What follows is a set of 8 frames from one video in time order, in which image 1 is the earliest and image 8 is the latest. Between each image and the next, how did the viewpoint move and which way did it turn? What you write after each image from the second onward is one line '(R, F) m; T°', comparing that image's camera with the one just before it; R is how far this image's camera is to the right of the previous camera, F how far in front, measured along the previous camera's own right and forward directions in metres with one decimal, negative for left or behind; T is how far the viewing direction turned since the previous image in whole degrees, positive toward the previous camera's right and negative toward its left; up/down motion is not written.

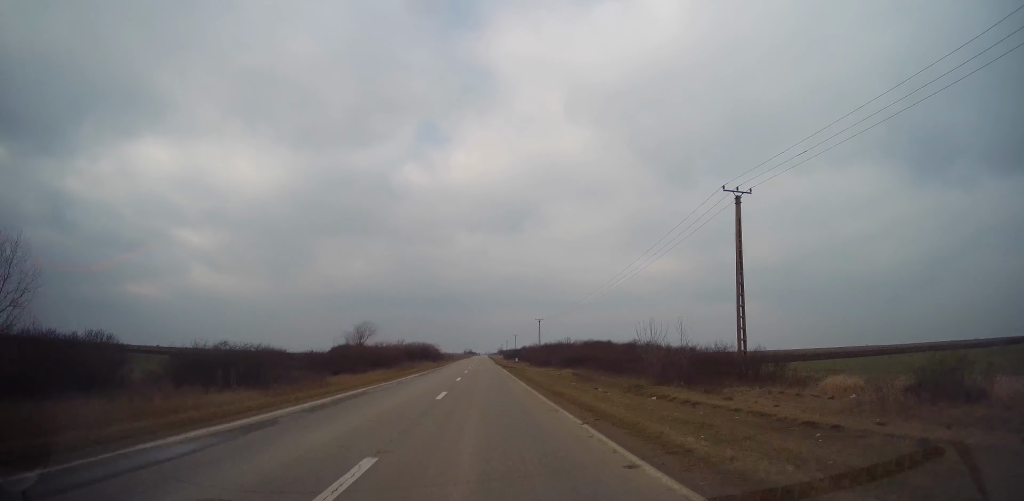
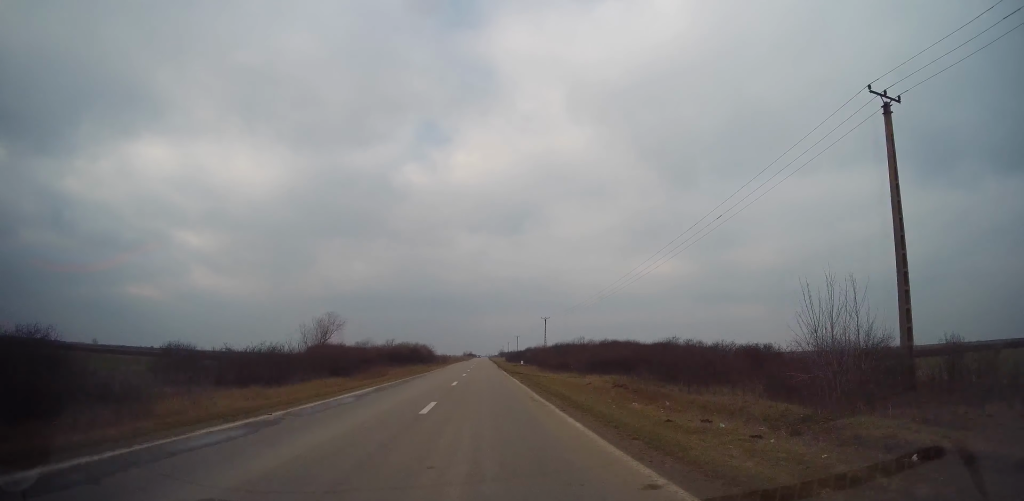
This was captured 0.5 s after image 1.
(+0.1, +15.1) m; 0°
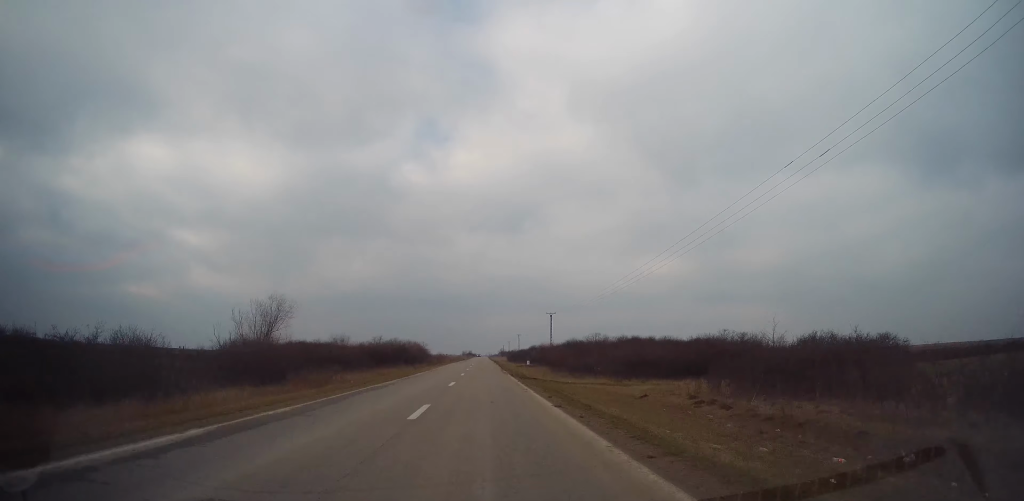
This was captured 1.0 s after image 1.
(-0.1, +13.1) m; 0°
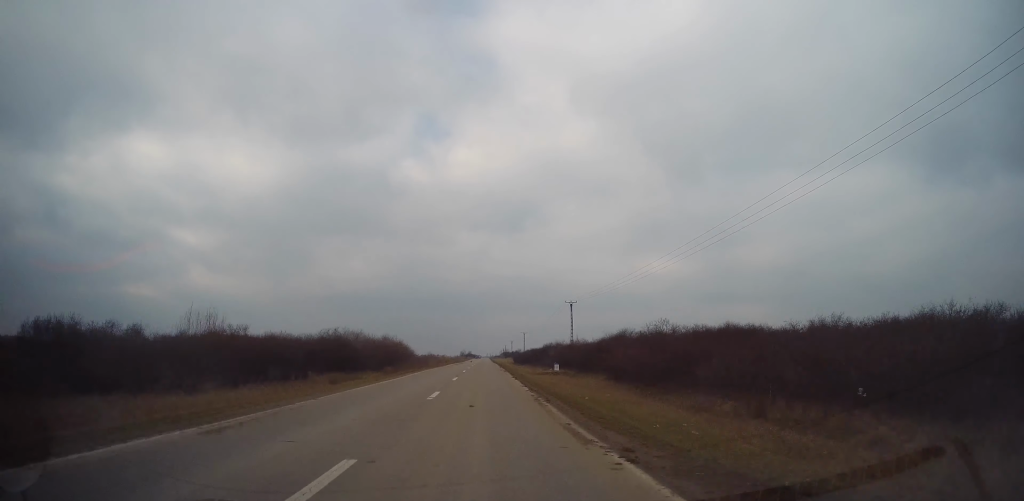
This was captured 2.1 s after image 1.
(-0.2, +30.7) m; 0°
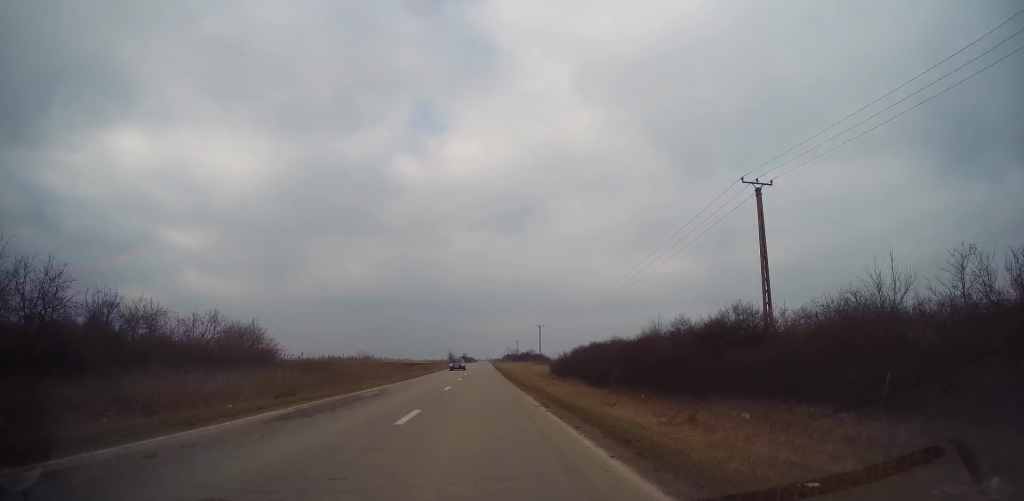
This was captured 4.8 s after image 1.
(+0.2, +75.8) m; 0°
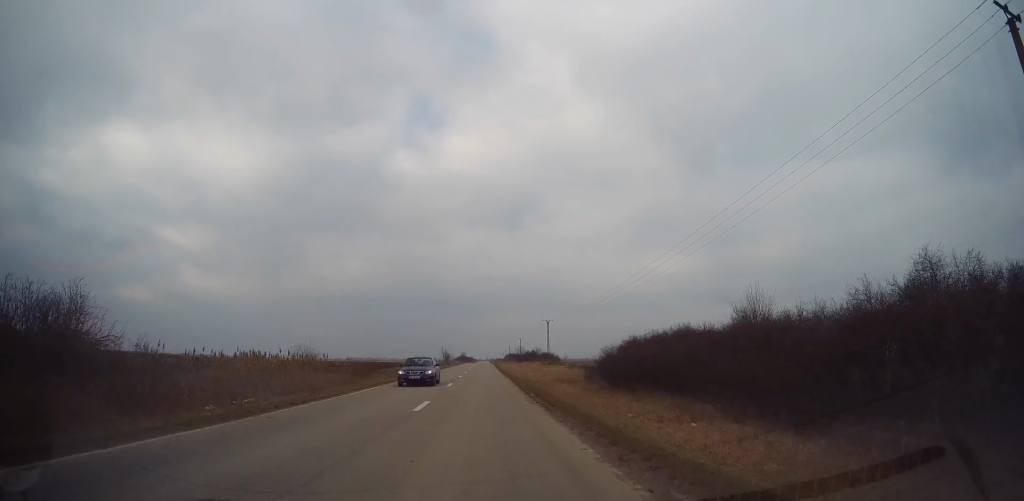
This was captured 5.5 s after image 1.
(+0.3, +20.6) m; +1°
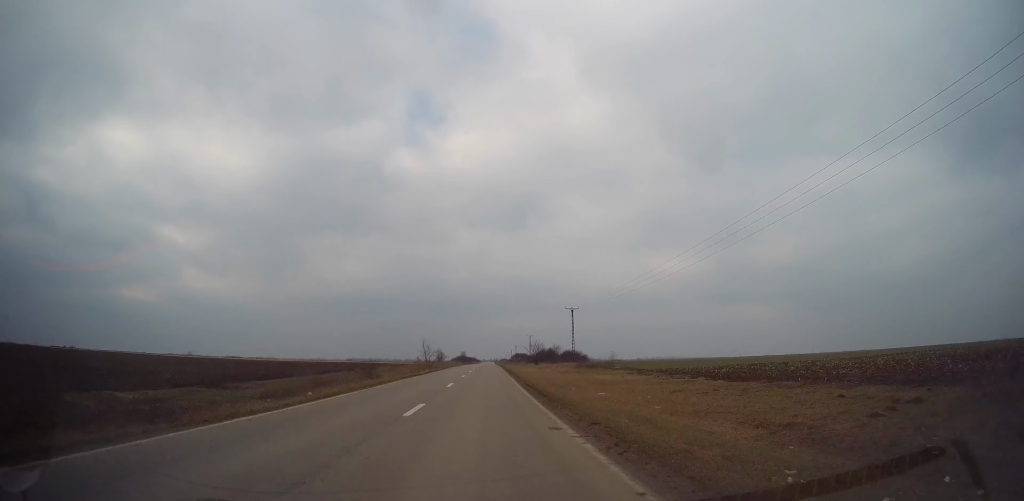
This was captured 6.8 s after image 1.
(-0.2, +37.0) m; -1°
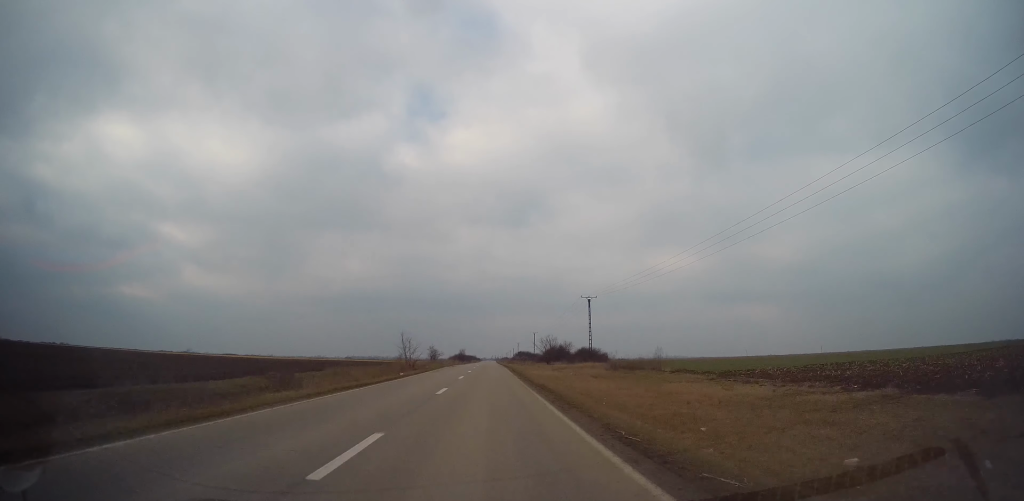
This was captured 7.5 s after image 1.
(-0.4, +18.3) m; 0°
